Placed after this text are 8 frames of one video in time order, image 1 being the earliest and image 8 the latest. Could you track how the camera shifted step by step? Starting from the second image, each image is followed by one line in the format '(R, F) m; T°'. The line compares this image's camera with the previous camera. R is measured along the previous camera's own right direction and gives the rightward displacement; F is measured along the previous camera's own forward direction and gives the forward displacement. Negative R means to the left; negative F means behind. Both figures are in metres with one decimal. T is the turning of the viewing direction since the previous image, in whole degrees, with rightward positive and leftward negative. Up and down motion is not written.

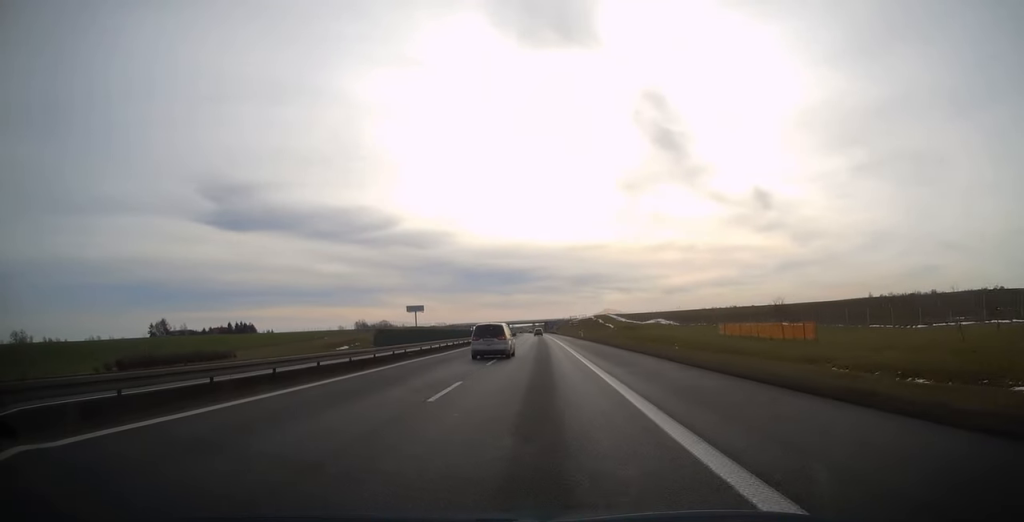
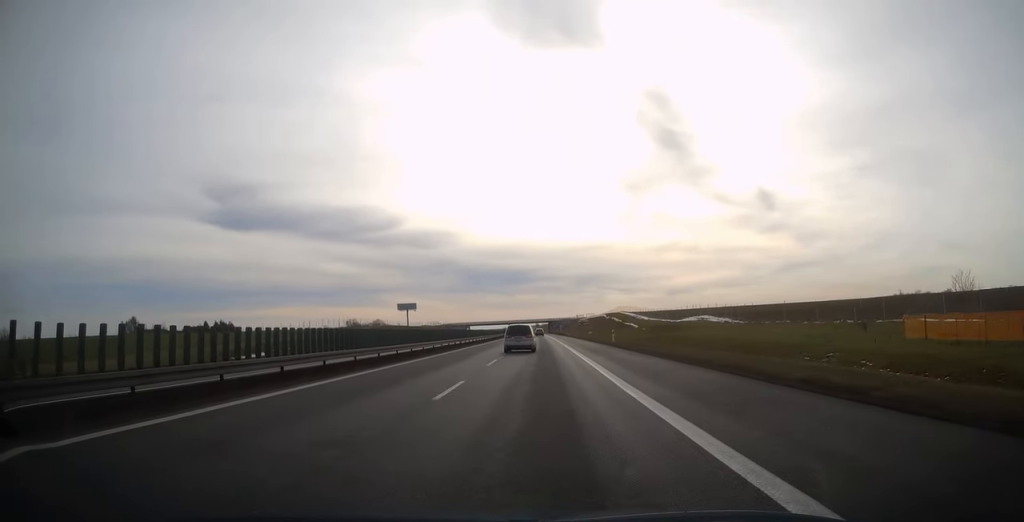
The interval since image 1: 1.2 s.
(0.0, +35.7) m; 0°
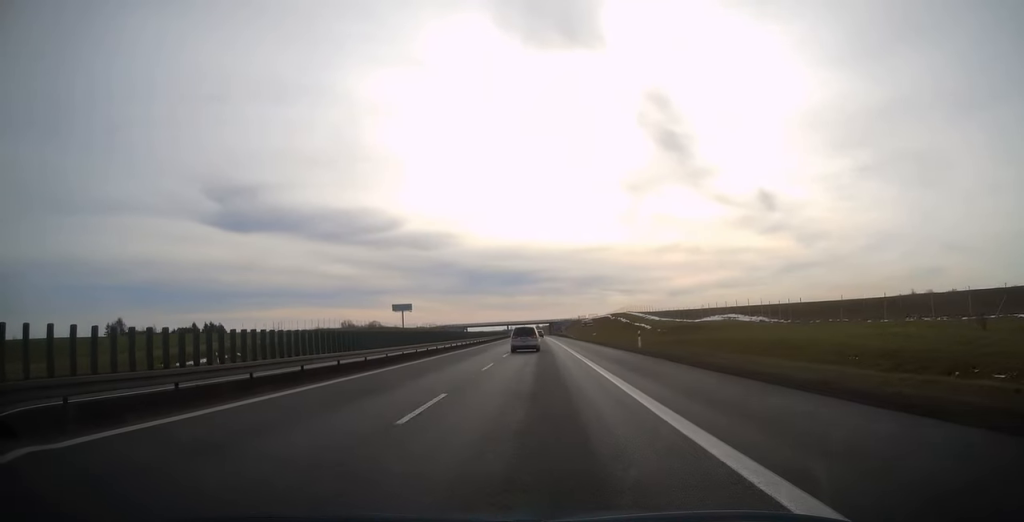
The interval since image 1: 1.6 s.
(0.0, +14.3) m; 0°
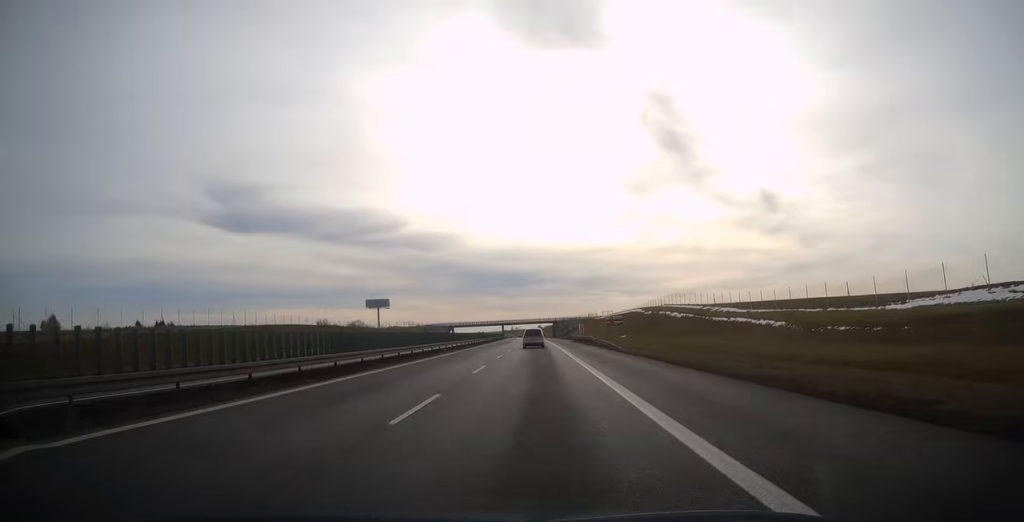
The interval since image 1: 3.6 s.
(-0.1, +59.6) m; 0°
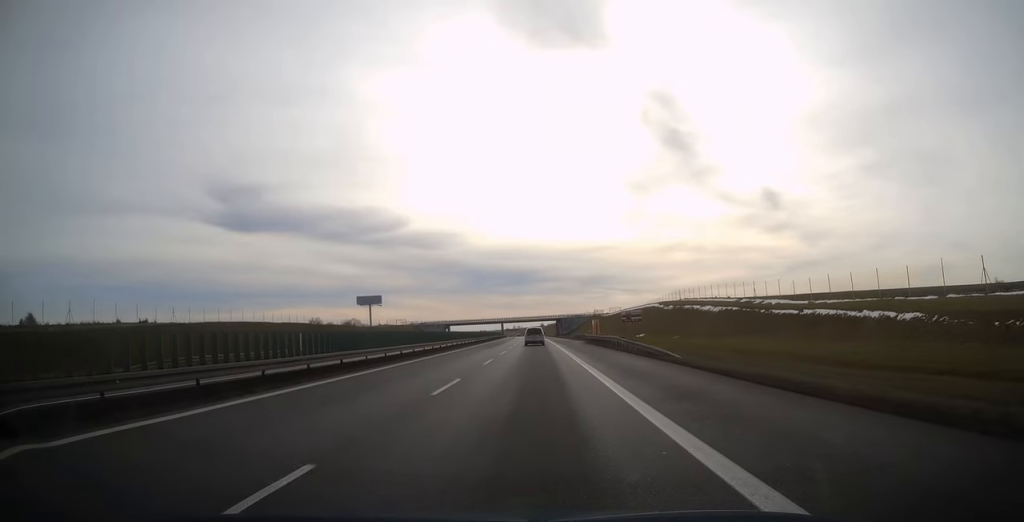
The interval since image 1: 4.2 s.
(-0.1, +18.9) m; 0°
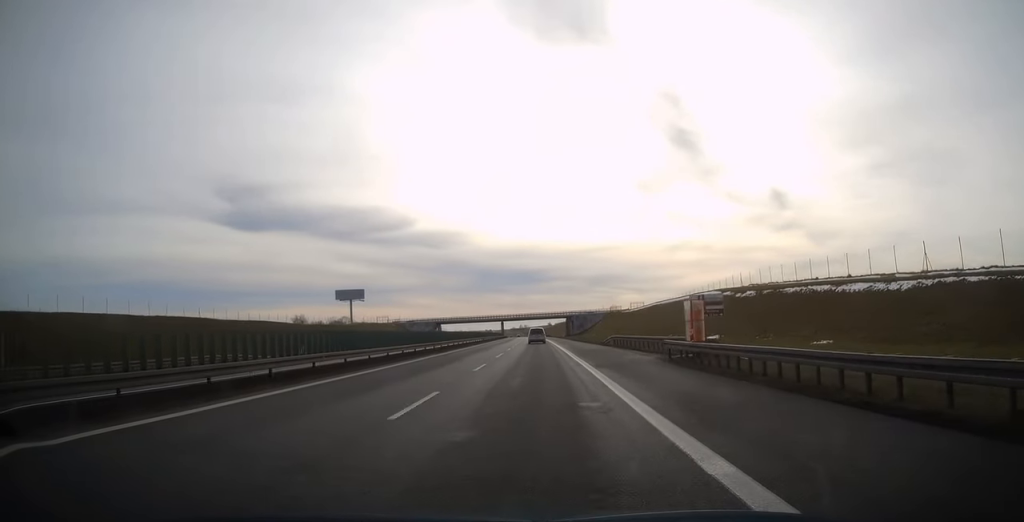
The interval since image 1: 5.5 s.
(-0.1, +39.3) m; 0°
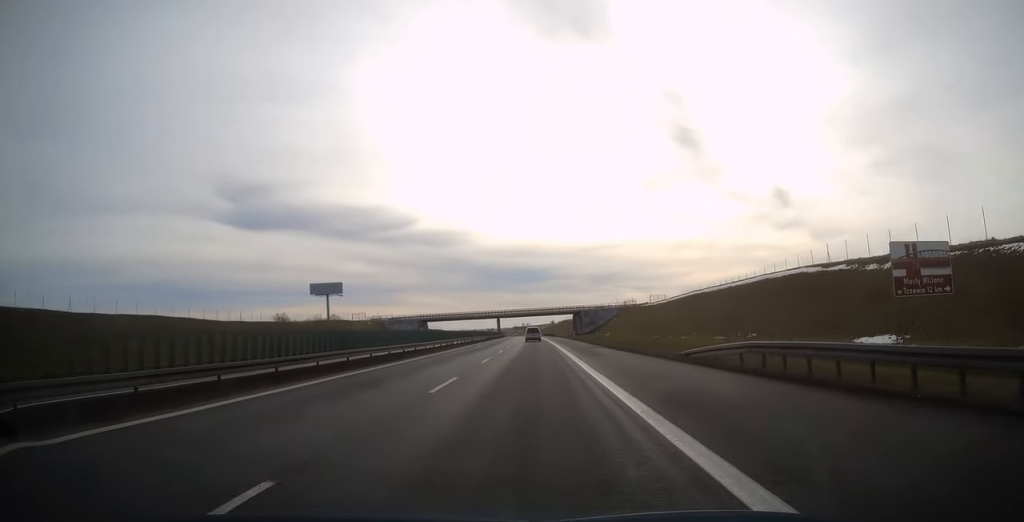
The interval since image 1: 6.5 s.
(0.0, +31.2) m; -1°
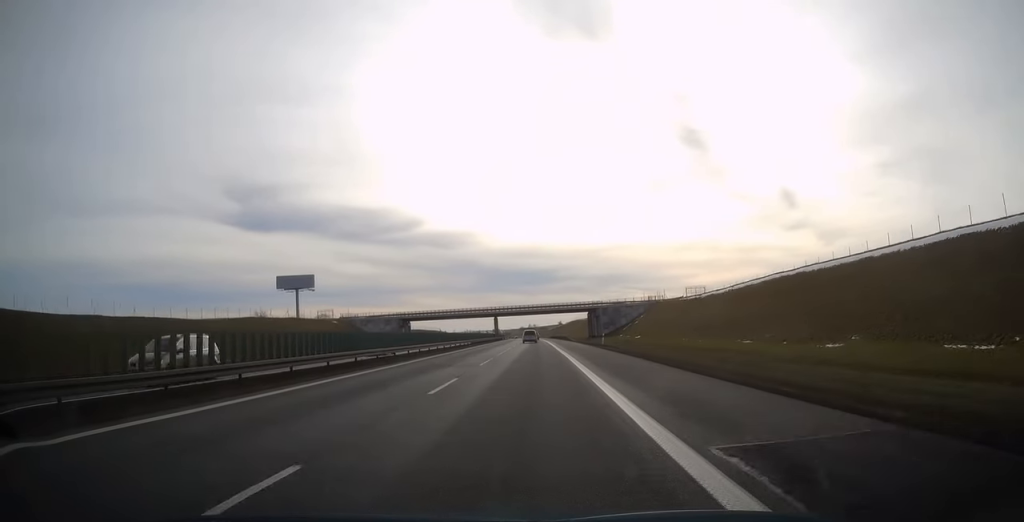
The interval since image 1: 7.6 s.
(-0.3, +34.8) m; -1°
